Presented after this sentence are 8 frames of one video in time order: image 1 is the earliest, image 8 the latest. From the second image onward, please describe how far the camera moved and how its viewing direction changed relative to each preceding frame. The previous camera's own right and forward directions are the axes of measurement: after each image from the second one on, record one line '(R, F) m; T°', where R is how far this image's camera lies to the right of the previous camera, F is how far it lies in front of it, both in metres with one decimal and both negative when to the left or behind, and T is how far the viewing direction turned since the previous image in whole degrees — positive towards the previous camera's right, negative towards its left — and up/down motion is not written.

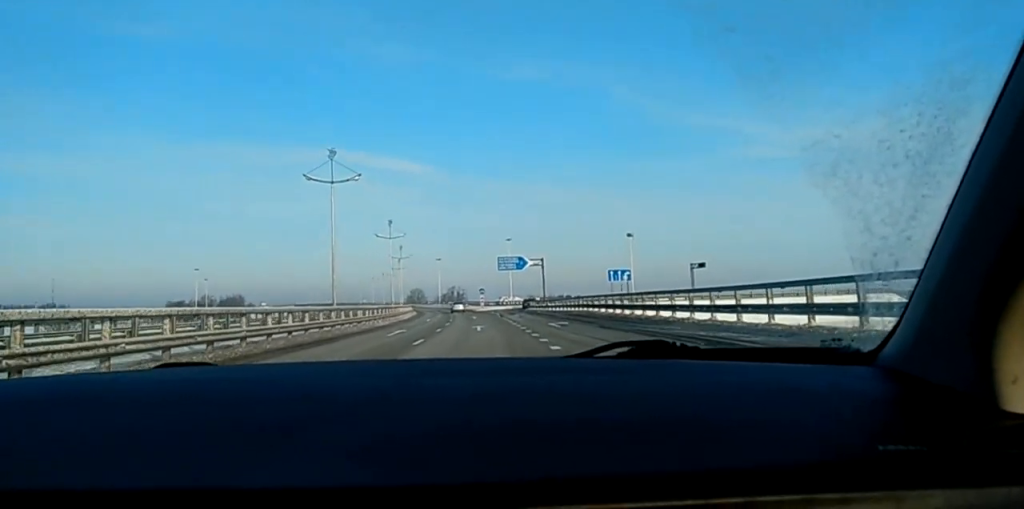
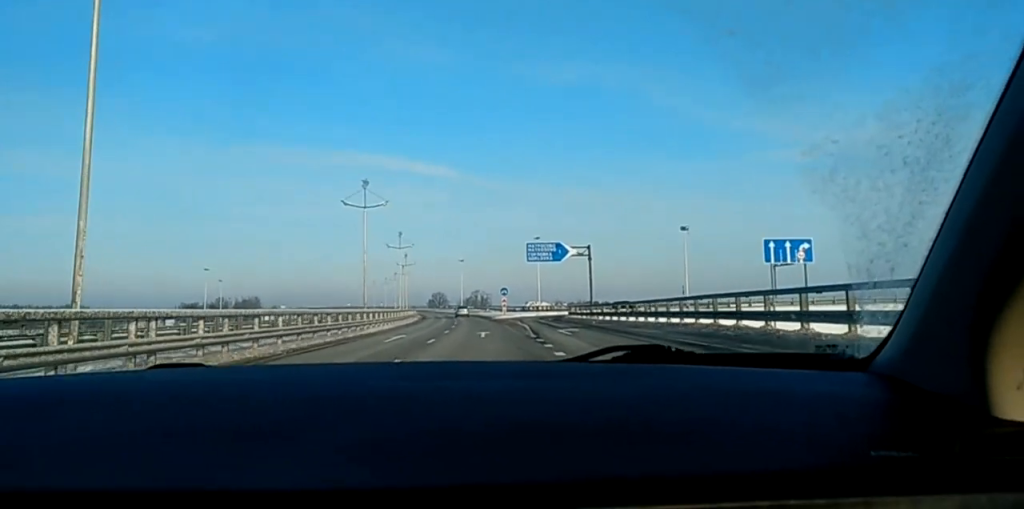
(-0.2, +32.7) m; -1°
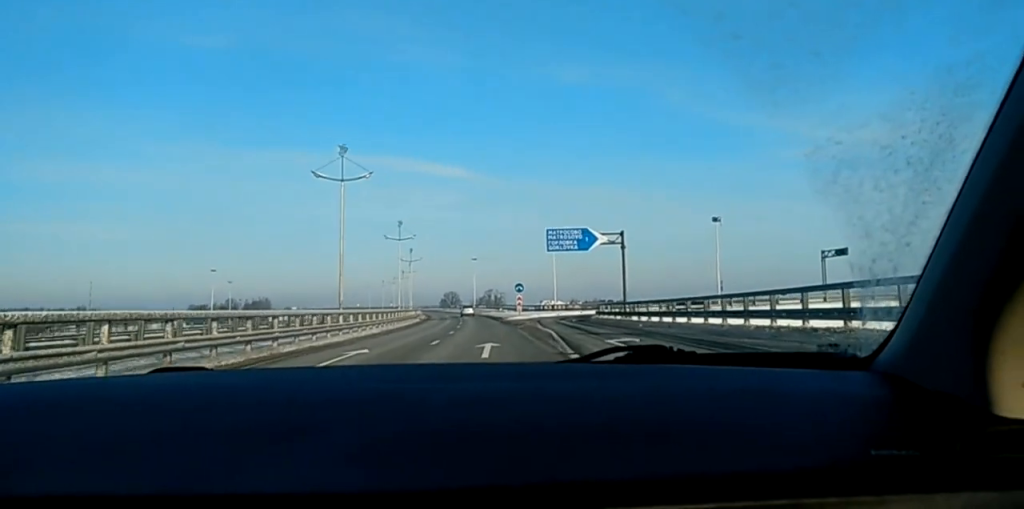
(-0.2, +14.3) m; 0°
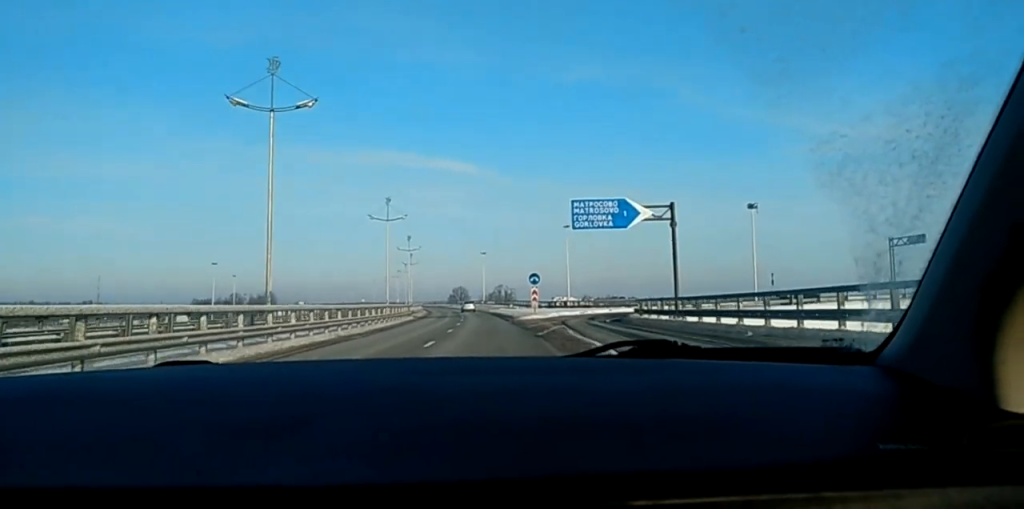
(-0.1, +16.3) m; 0°
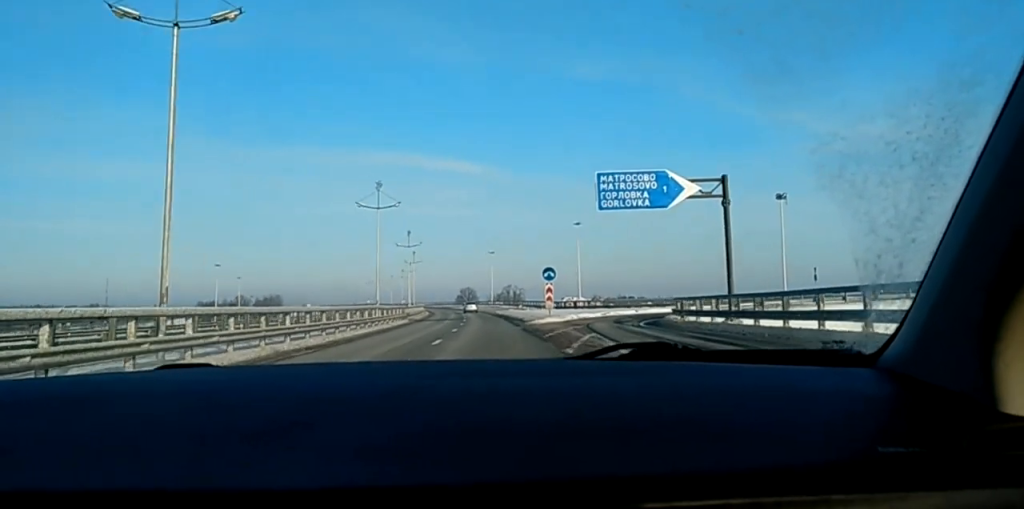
(0.0, +10.2) m; 0°
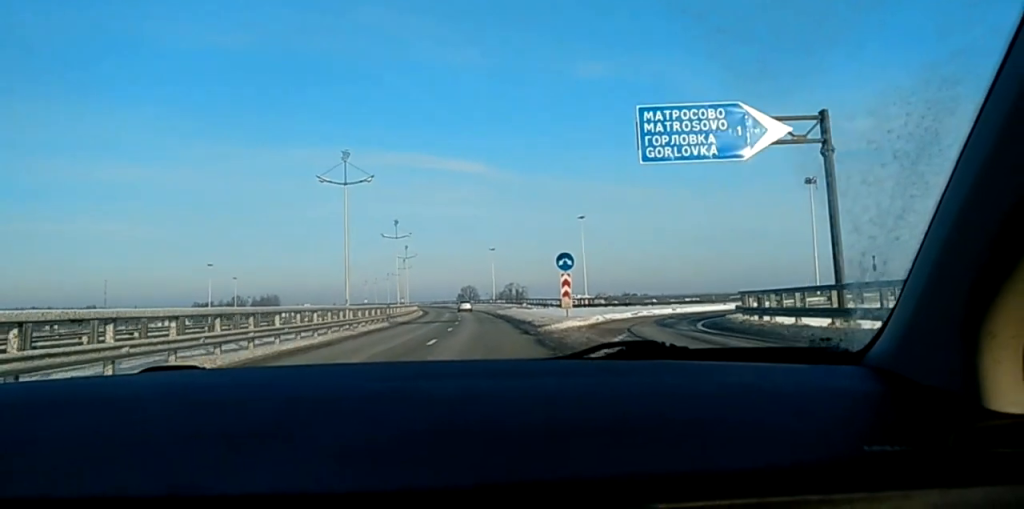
(0.0, +13.2) m; -1°
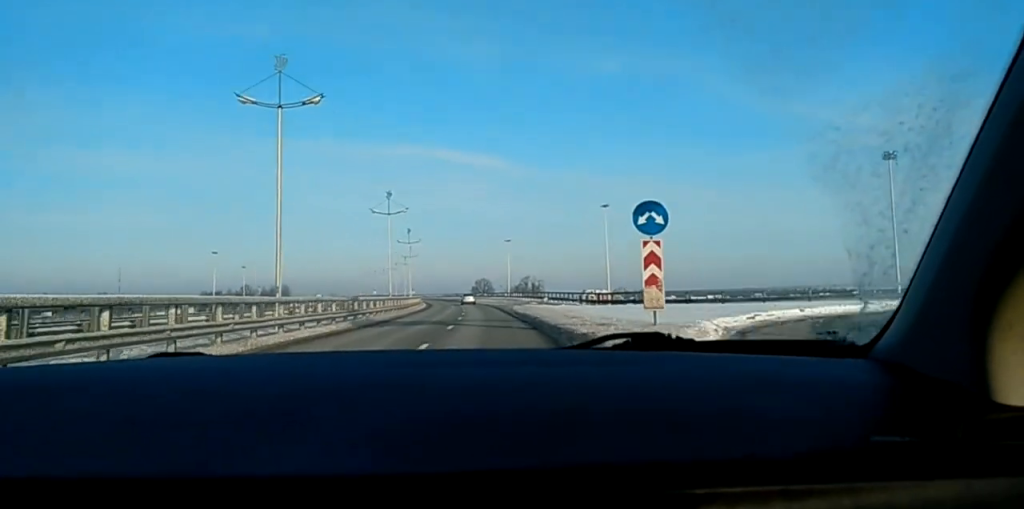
(-0.2, +19.1) m; -2°
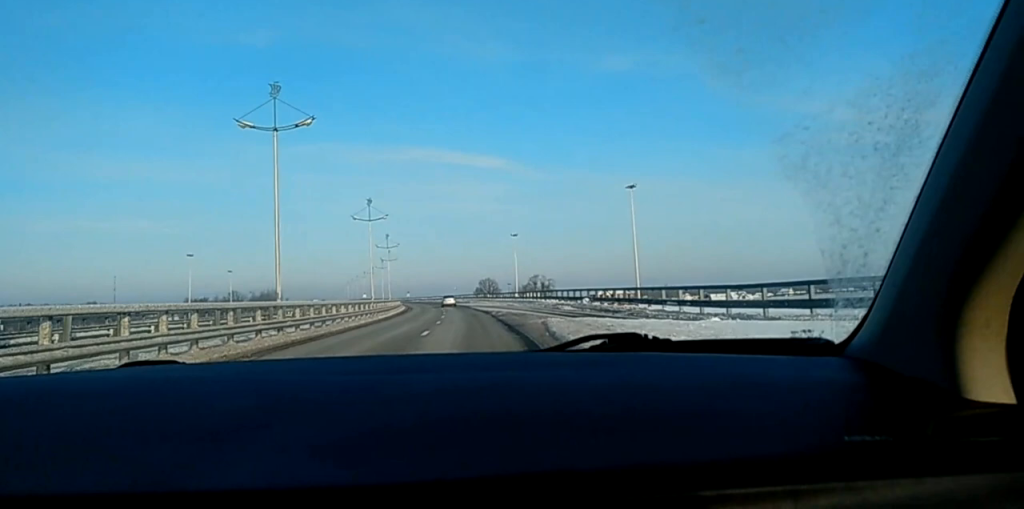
(-0.9, +38.5) m; -2°
